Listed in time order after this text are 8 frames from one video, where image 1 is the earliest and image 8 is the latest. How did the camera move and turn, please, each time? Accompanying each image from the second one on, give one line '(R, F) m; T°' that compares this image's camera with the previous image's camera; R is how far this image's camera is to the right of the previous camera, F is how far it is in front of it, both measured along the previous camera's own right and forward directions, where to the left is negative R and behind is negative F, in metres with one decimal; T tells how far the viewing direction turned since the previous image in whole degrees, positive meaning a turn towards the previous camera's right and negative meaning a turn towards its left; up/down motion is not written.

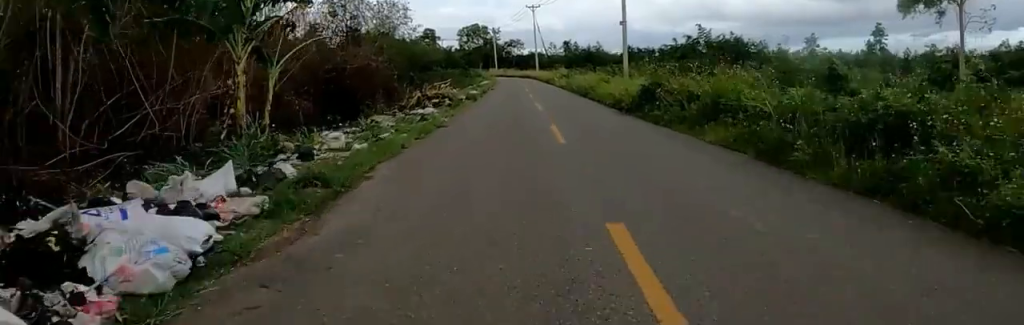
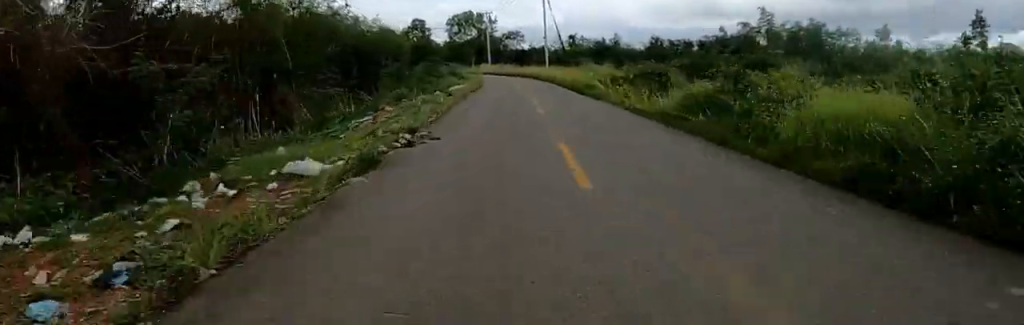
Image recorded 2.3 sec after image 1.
(-2.0, +27.1) m; -8°
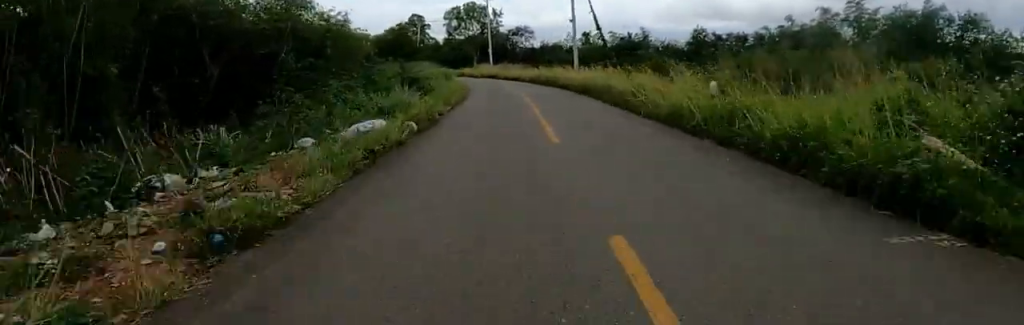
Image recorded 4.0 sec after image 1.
(+0.3, +20.6) m; 0°
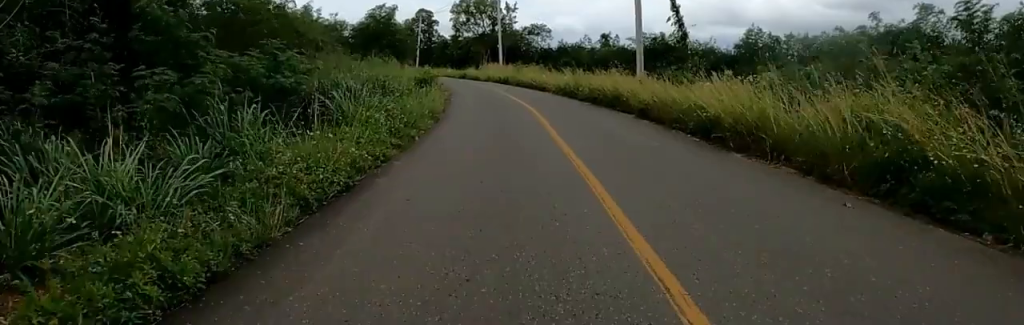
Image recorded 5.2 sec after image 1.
(-0.3, +14.8) m; -1°
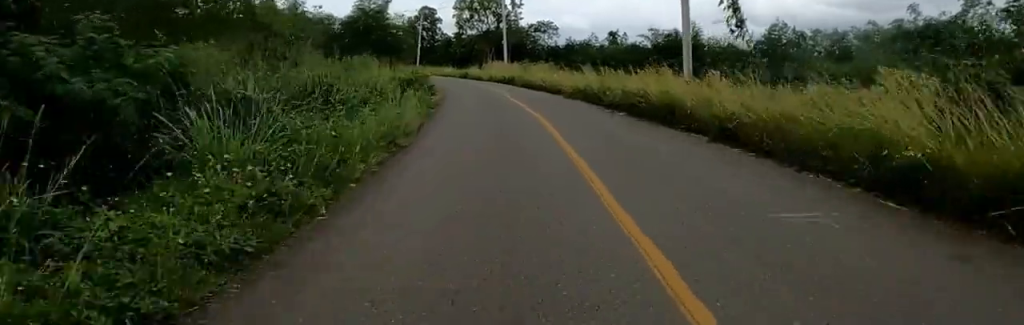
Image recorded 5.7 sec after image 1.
(0.0, +5.4) m; 0°
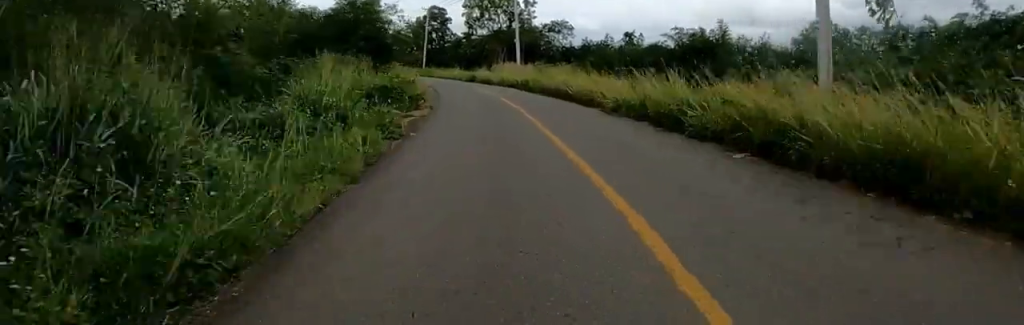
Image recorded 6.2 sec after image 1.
(0.0, +6.3) m; 0°
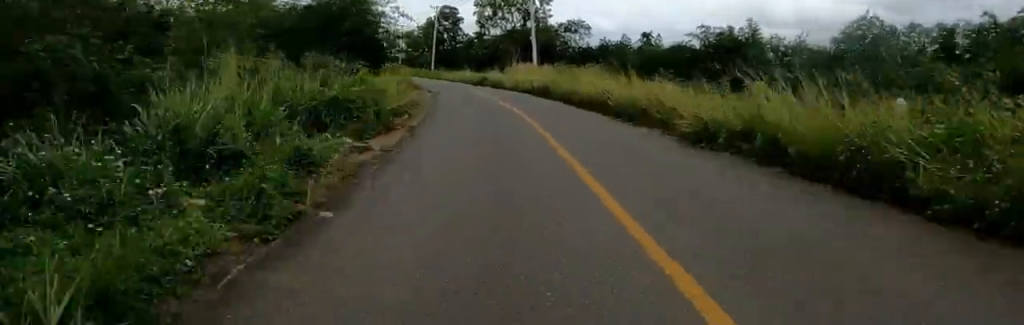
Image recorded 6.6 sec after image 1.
(0.0, +5.9) m; 0°
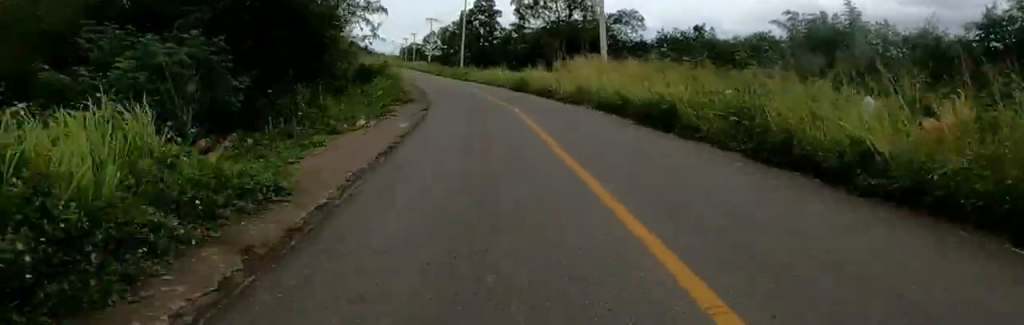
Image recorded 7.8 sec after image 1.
(-0.6, +14.9) m; -8°
